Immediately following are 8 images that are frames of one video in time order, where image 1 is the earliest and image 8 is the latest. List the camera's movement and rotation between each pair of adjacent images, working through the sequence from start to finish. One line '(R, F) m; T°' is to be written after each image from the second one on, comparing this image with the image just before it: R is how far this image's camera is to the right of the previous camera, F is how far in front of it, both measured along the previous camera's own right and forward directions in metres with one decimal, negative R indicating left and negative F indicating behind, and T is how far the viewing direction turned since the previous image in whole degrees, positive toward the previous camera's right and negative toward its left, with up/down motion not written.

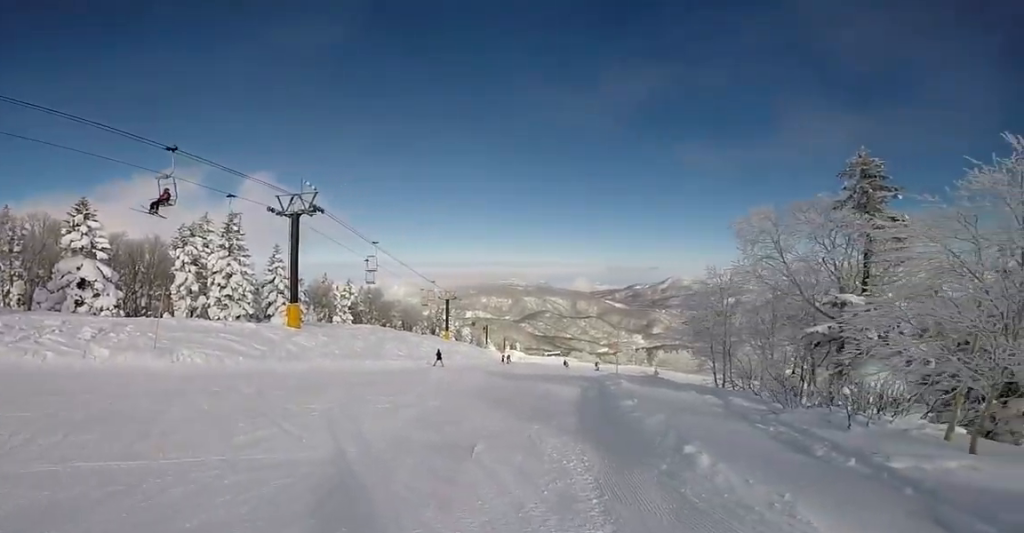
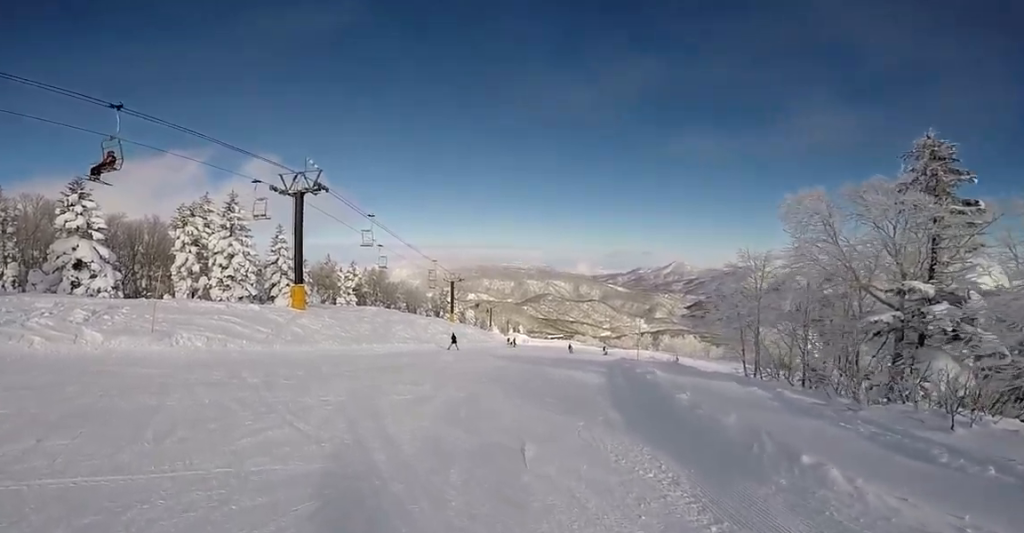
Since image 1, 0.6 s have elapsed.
(+0.1, +1.9) m; +4°
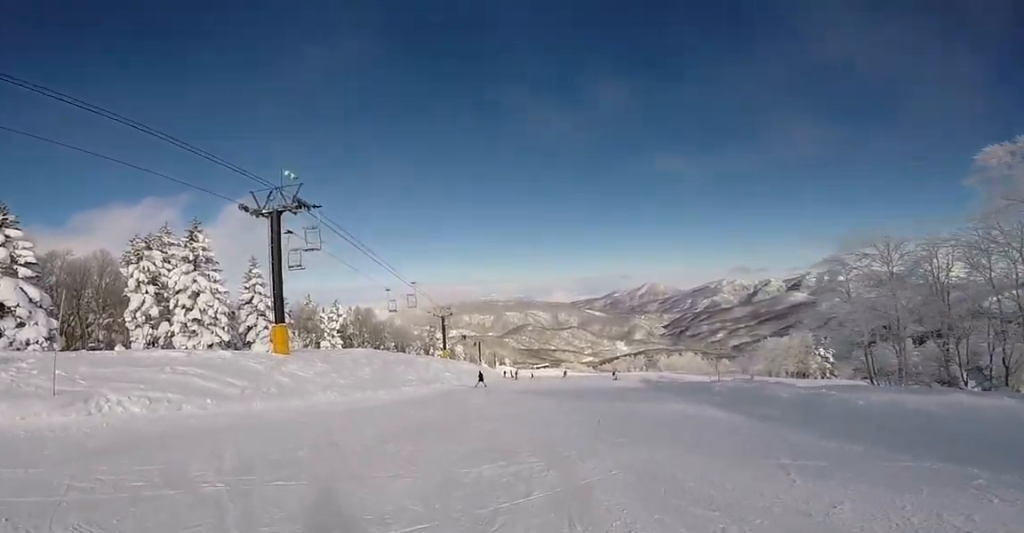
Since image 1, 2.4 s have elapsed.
(+1.1, +6.9) m; +24°
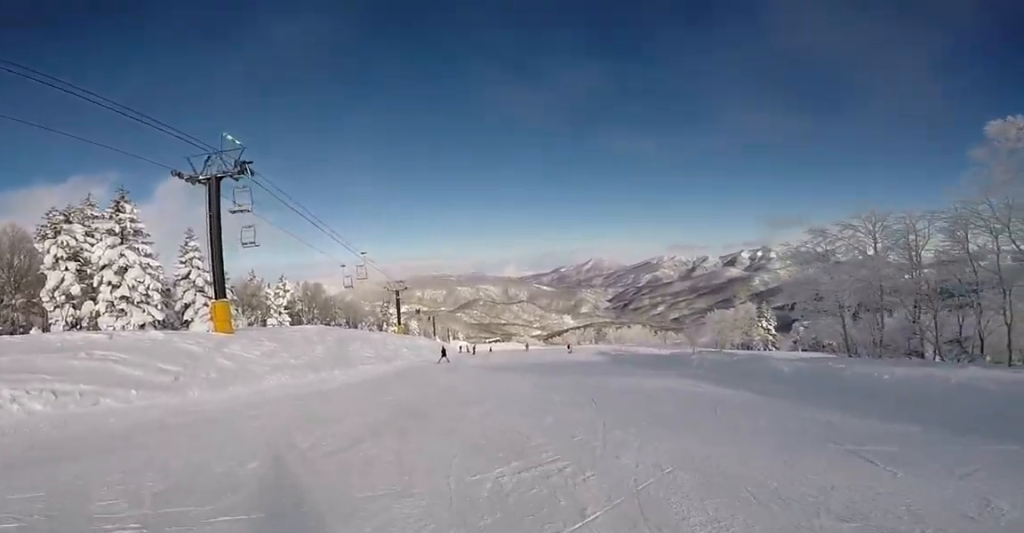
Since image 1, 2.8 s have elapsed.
(+0.1, +1.8) m; +9°
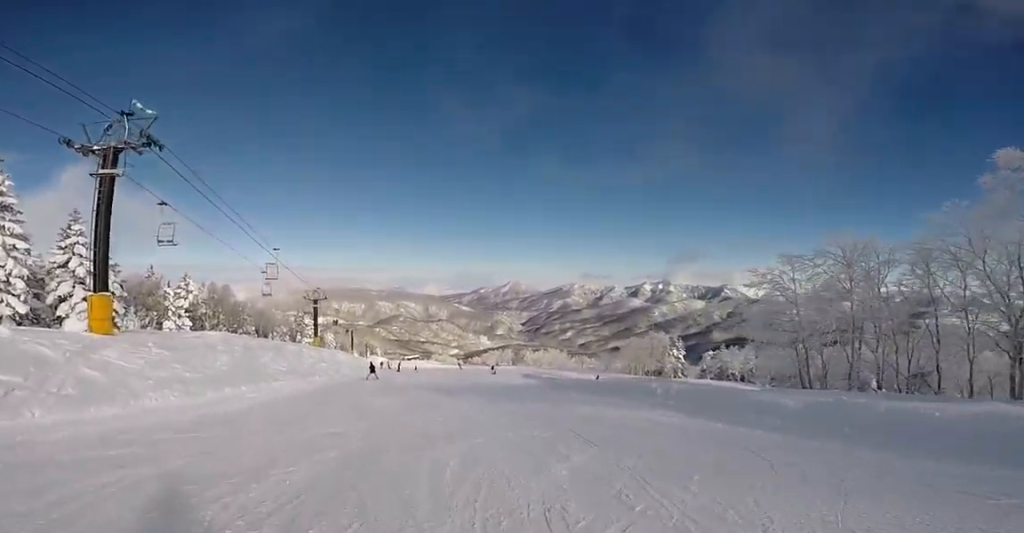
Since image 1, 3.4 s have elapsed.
(+0.2, +2.7) m; +12°
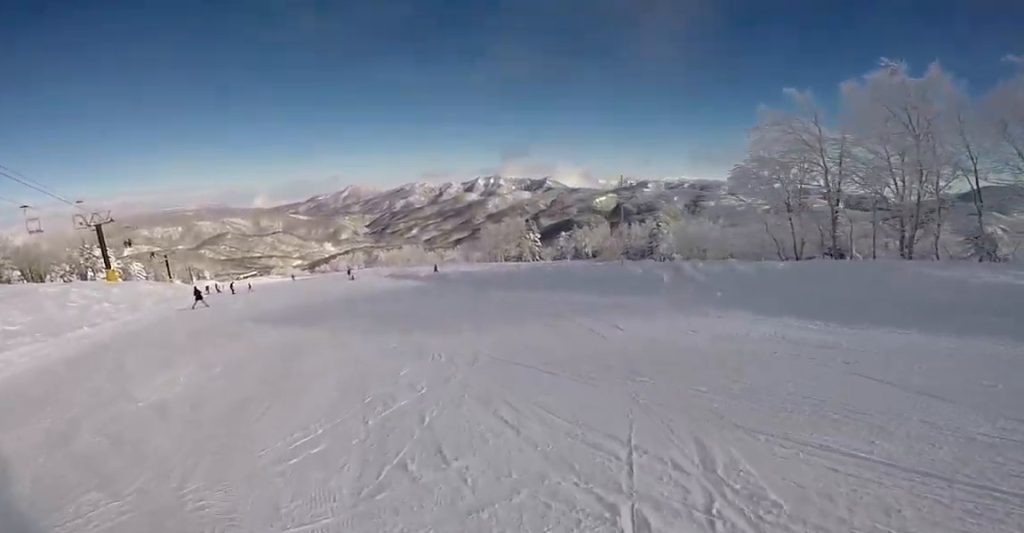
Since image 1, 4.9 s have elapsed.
(+1.8, +7.5) m; +5°
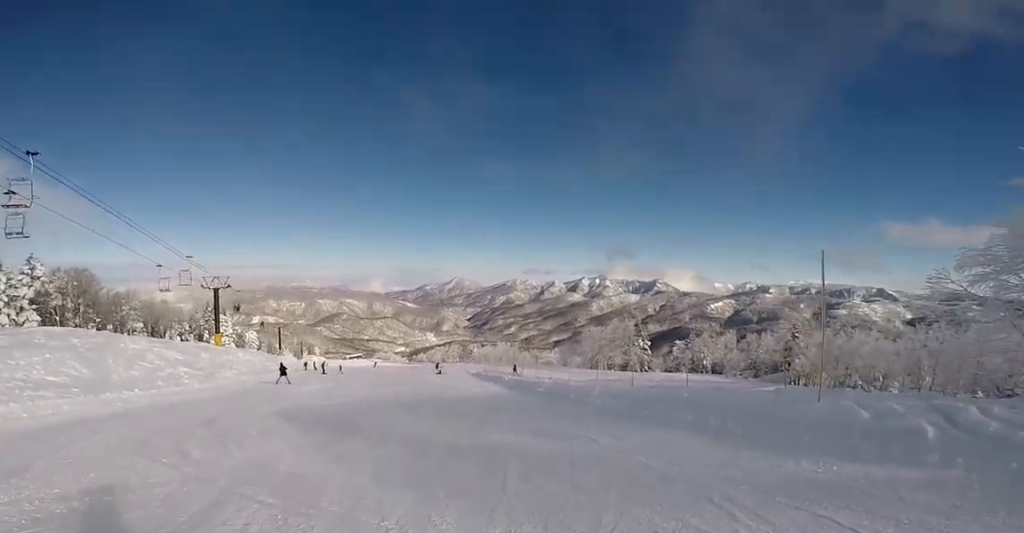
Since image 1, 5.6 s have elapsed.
(-0.4, +3.9) m; -10°
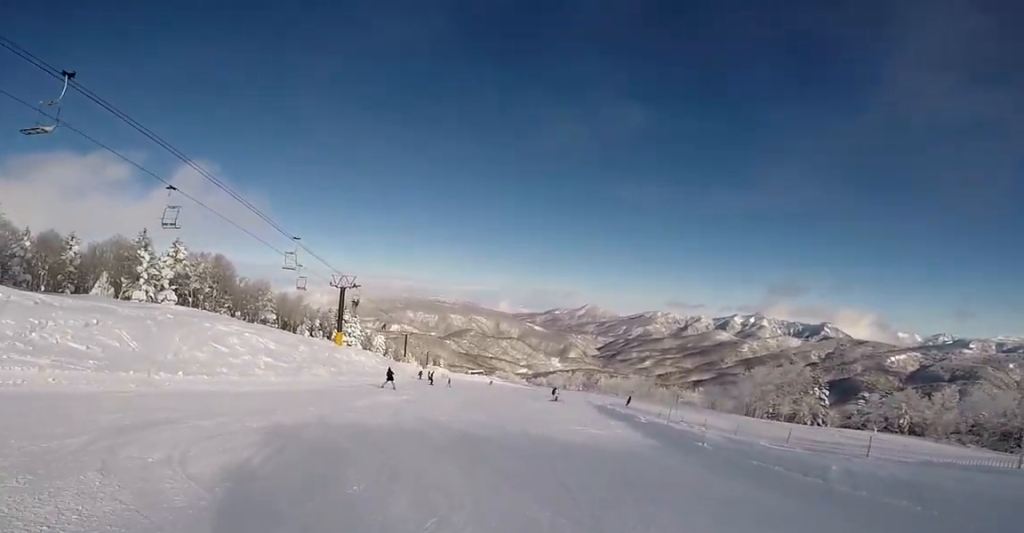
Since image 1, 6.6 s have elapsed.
(-0.9, +5.7) m; -9°
